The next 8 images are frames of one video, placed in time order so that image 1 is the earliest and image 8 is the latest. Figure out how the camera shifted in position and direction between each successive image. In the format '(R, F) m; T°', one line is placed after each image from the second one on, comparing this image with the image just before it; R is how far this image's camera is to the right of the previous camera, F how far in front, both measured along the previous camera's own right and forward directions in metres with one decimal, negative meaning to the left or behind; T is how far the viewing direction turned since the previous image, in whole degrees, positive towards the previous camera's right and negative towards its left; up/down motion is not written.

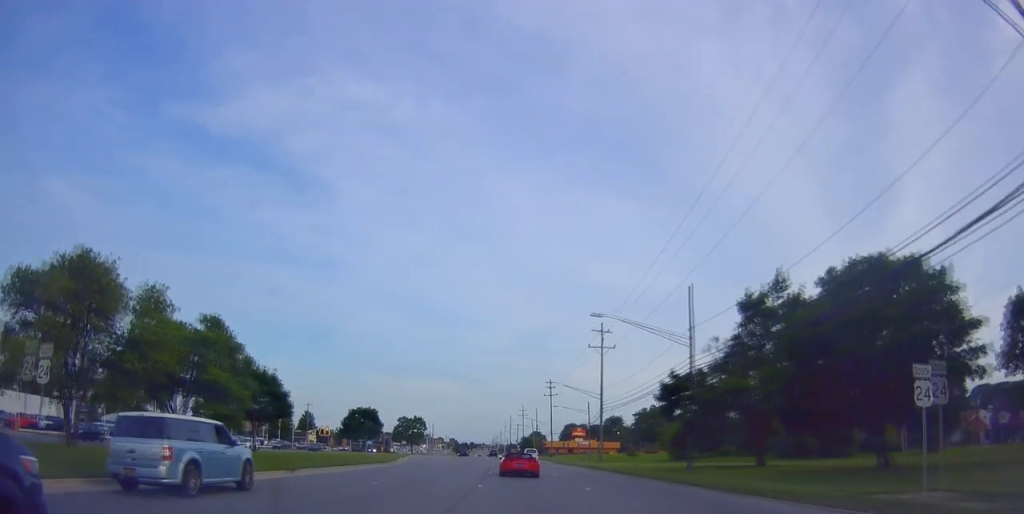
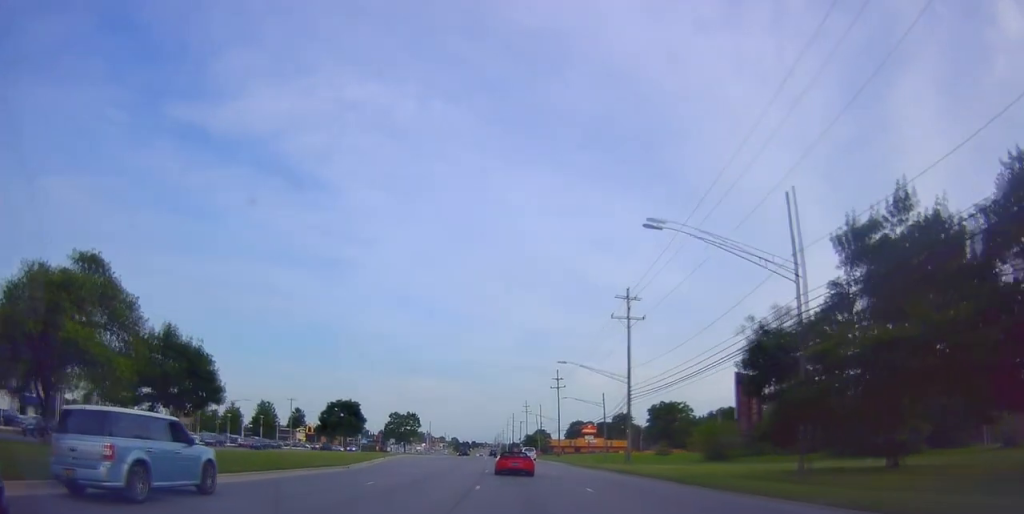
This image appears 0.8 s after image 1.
(0.0, +14.1) m; 0°
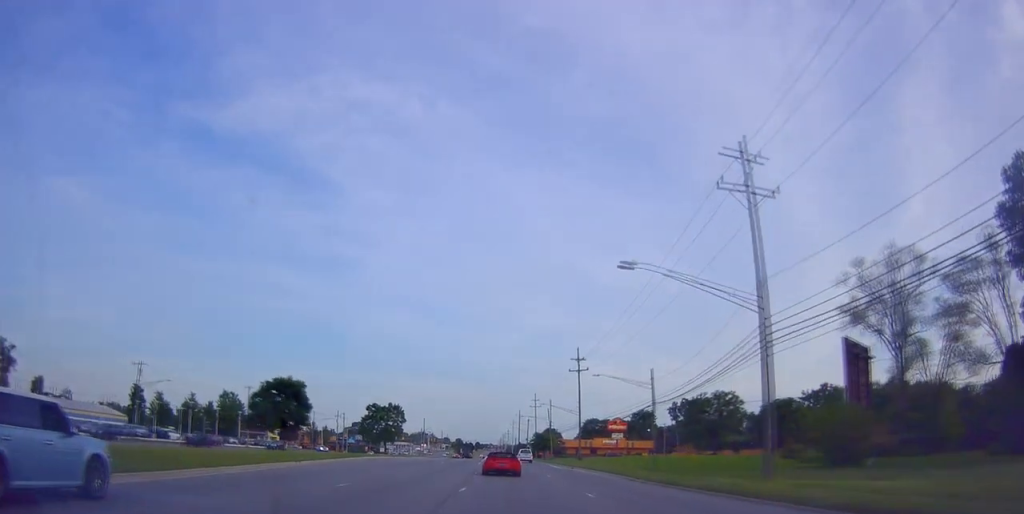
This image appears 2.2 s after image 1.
(0.0, +26.9) m; 0°
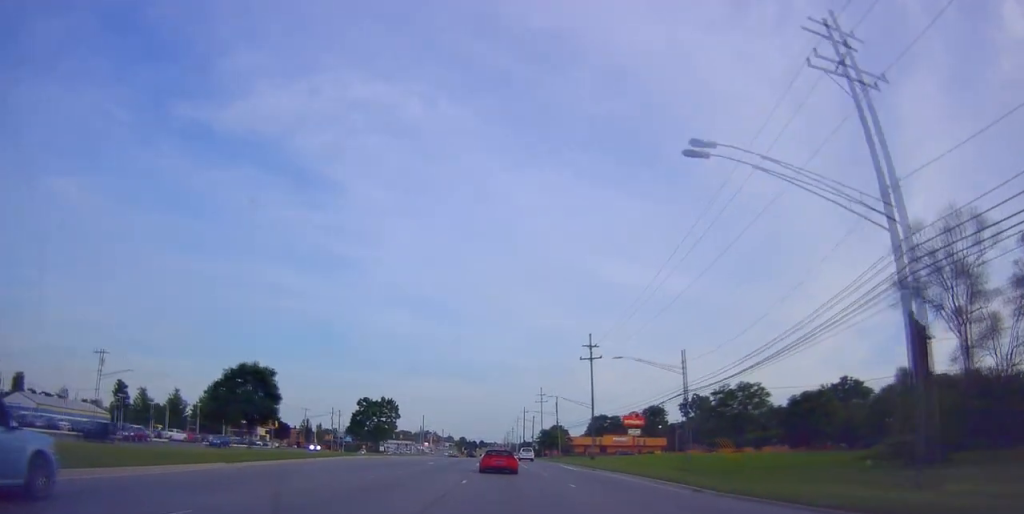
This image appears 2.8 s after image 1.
(0.0, +9.9) m; 0°
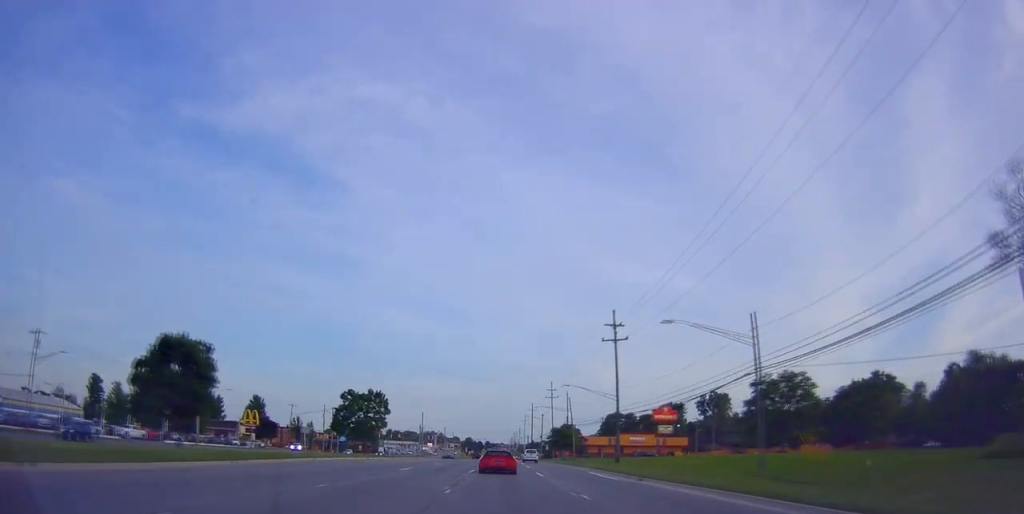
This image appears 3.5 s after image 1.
(0.0, +14.4) m; 0°
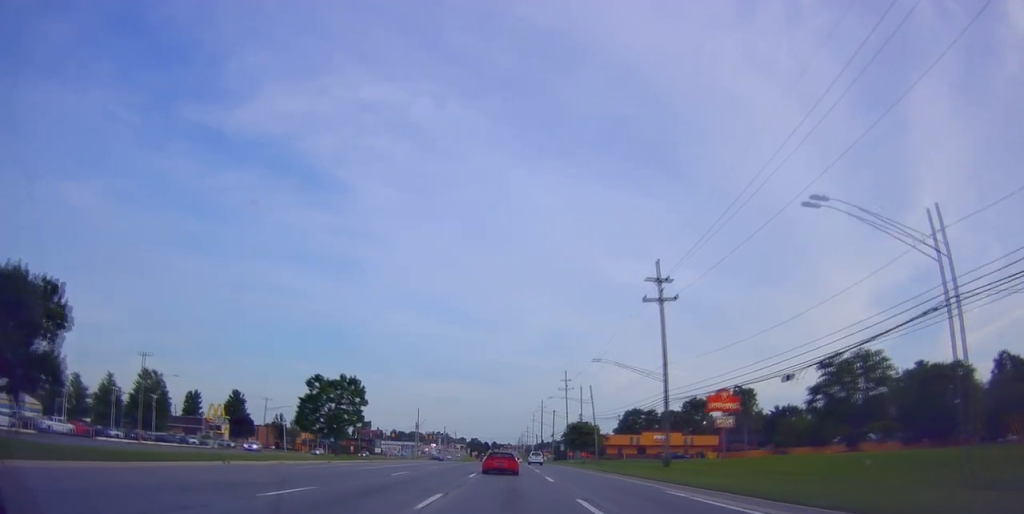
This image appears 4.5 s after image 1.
(0.0, +19.0) m; 0°
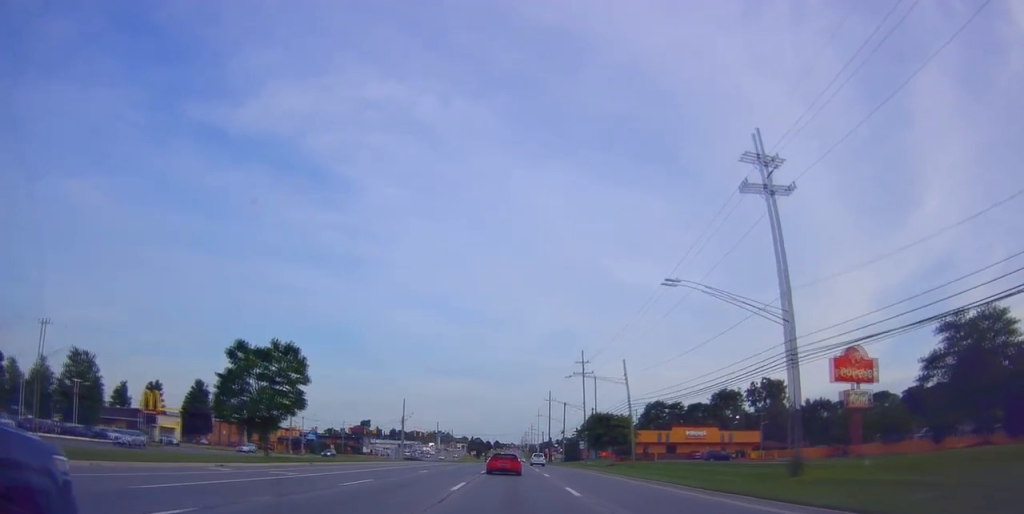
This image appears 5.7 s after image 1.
(-0.1, +23.1) m; -2°
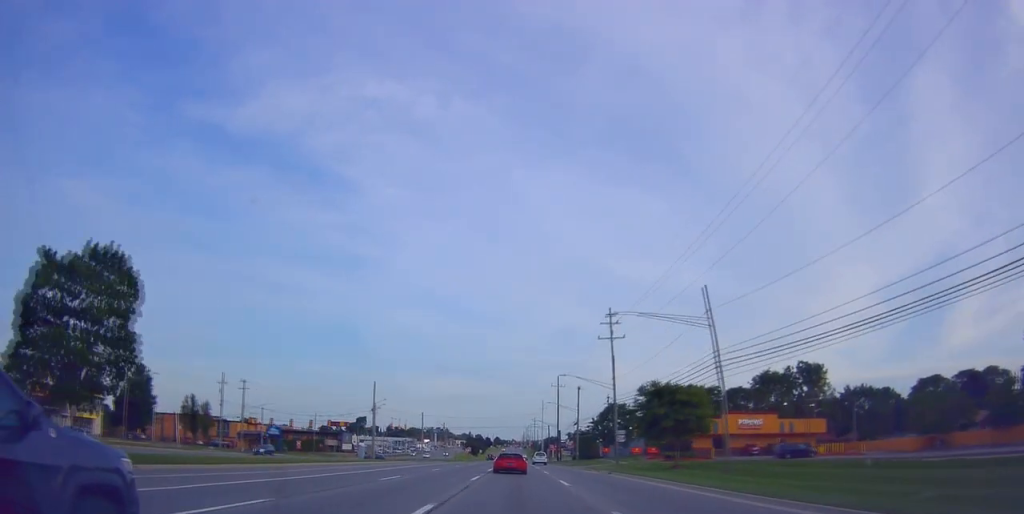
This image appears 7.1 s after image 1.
(-0.4, +26.4) m; 0°
